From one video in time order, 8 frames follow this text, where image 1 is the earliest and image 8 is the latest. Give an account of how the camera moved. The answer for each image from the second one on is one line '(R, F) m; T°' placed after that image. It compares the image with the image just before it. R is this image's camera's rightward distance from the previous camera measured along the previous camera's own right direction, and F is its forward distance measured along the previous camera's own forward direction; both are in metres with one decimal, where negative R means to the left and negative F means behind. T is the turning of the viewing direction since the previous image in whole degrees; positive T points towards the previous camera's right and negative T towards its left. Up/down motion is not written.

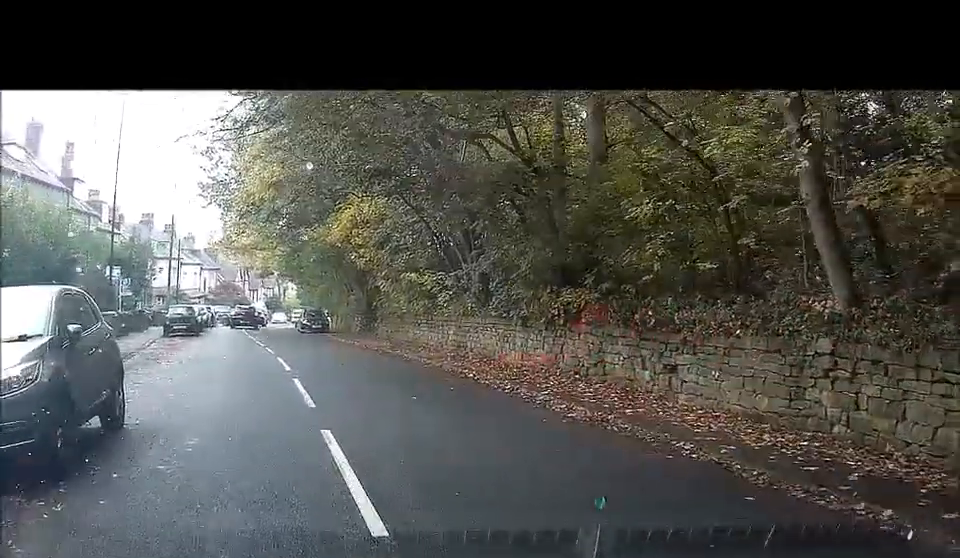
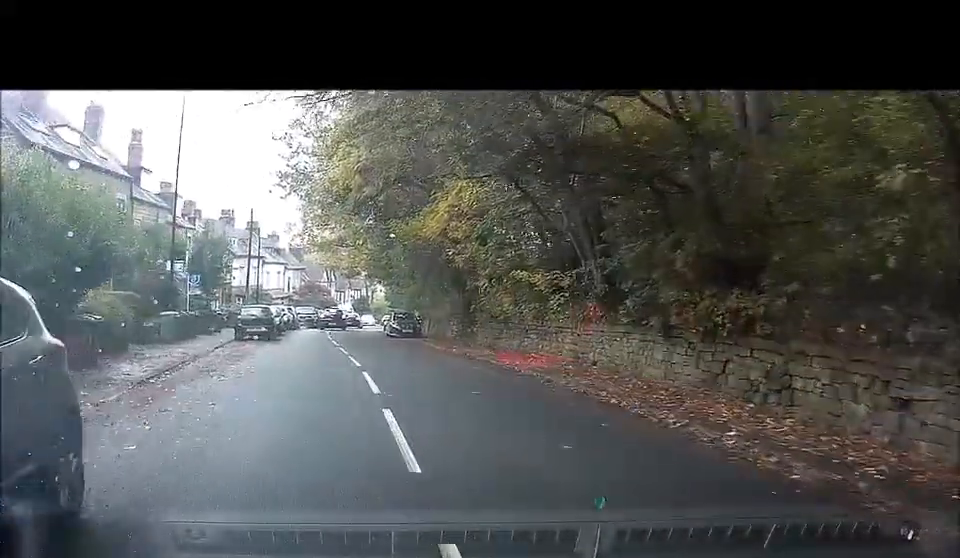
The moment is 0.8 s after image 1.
(-0.1, +3.2) m; -5°
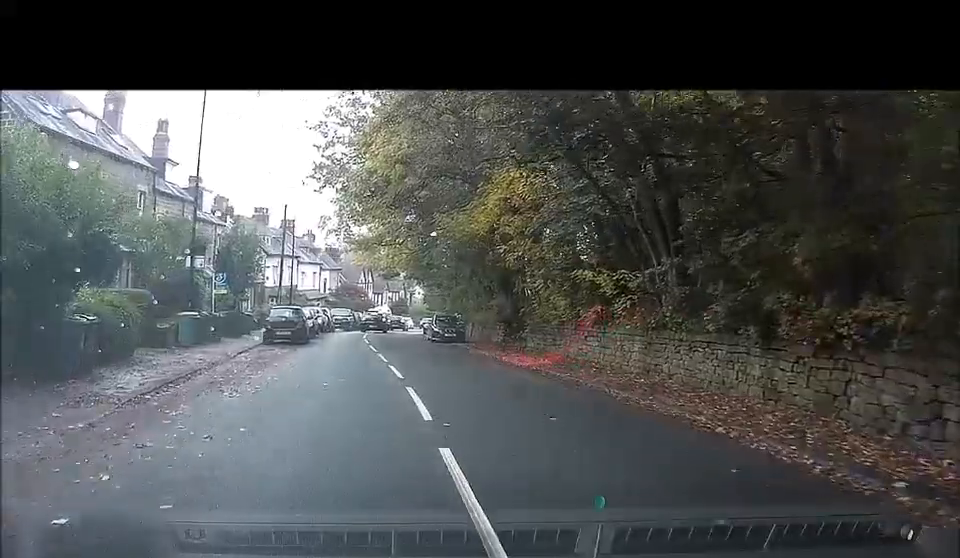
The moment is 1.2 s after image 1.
(-0.1, +2.1) m; -3°
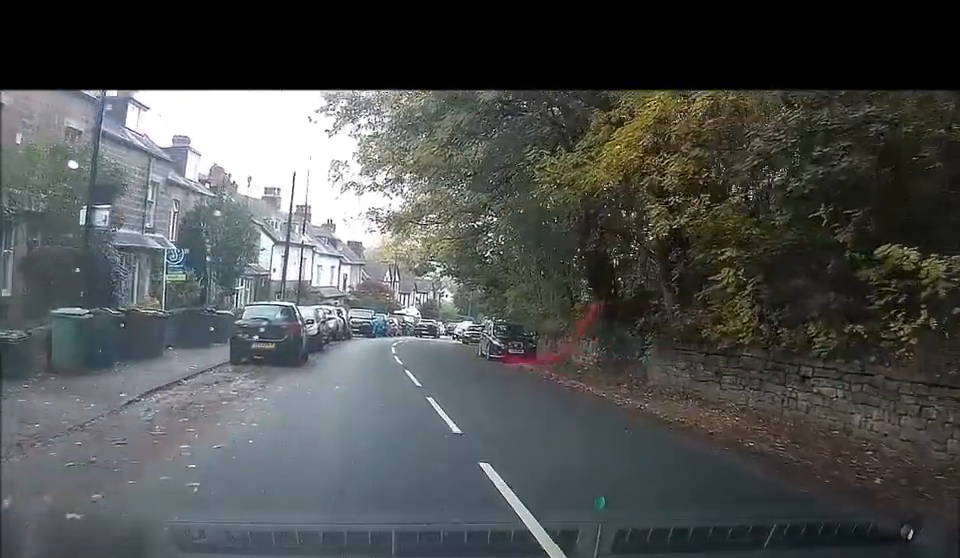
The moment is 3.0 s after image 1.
(-0.7, +9.9) m; -5°
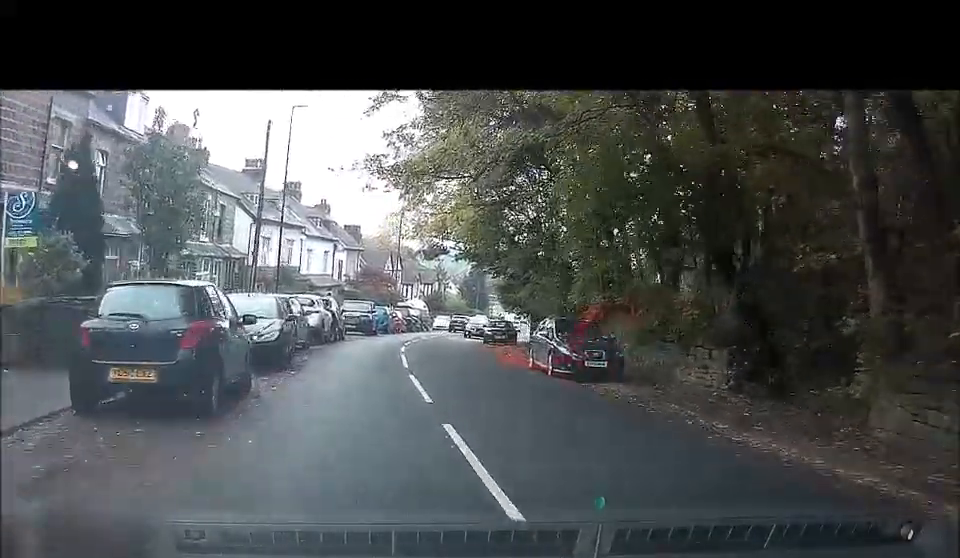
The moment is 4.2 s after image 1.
(0.0, +9.2) m; +1°
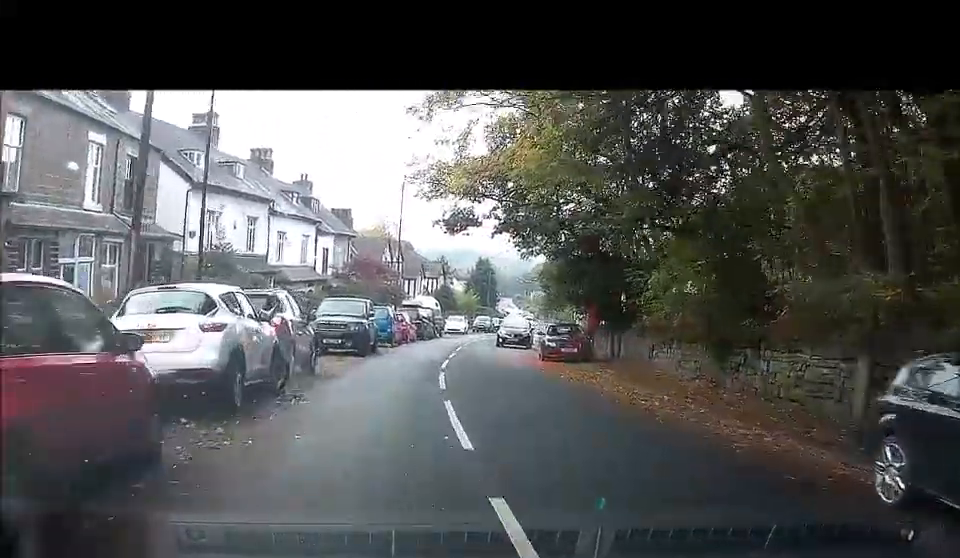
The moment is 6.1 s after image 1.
(+0.2, +15.0) m; +2°
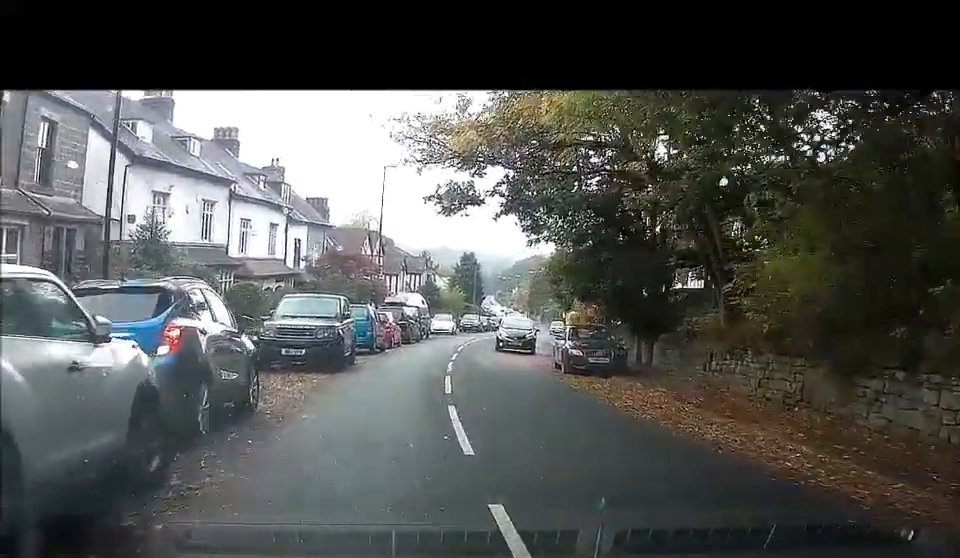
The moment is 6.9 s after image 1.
(+0.1, +6.3) m; +1°
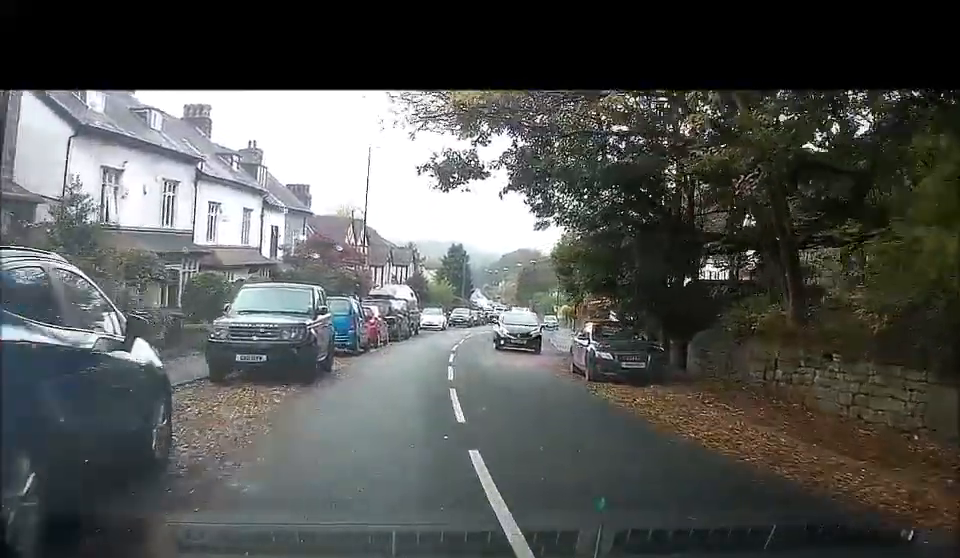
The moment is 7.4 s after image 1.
(+0.2, +4.3) m; 0°
